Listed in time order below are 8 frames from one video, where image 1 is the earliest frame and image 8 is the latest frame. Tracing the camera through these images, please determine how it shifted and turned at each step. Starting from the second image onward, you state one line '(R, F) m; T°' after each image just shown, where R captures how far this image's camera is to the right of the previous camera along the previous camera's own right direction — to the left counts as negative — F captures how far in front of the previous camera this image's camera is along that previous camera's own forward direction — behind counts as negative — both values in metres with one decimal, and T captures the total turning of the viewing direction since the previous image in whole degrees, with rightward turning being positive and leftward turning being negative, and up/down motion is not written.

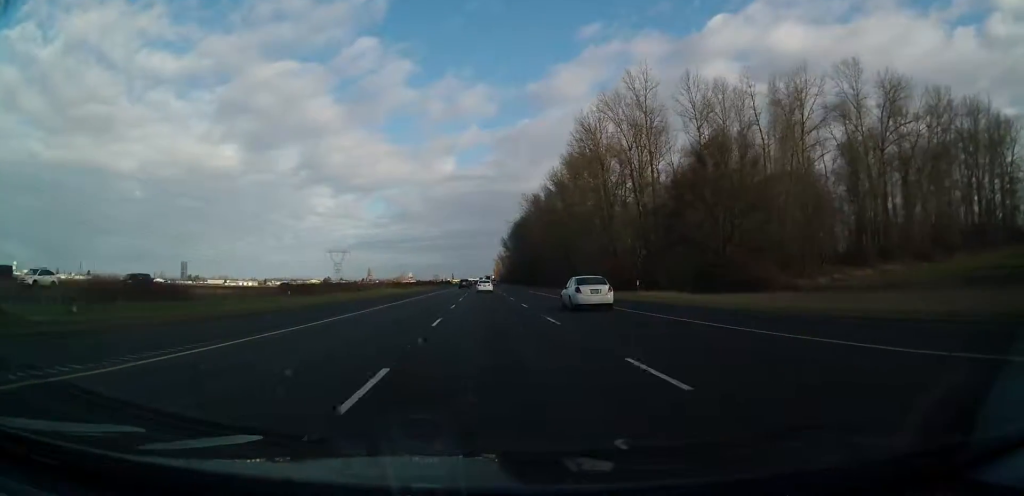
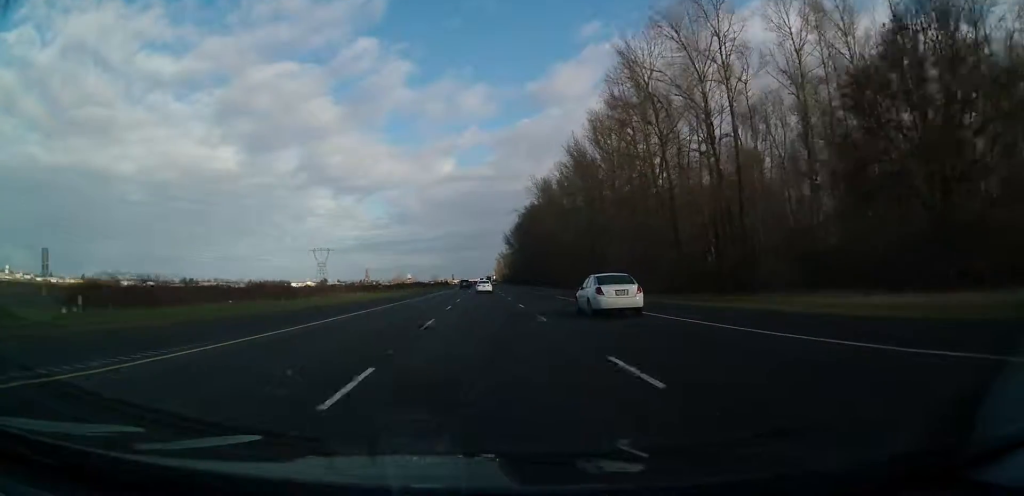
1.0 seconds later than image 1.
(+0.4, +36.5) m; 0°
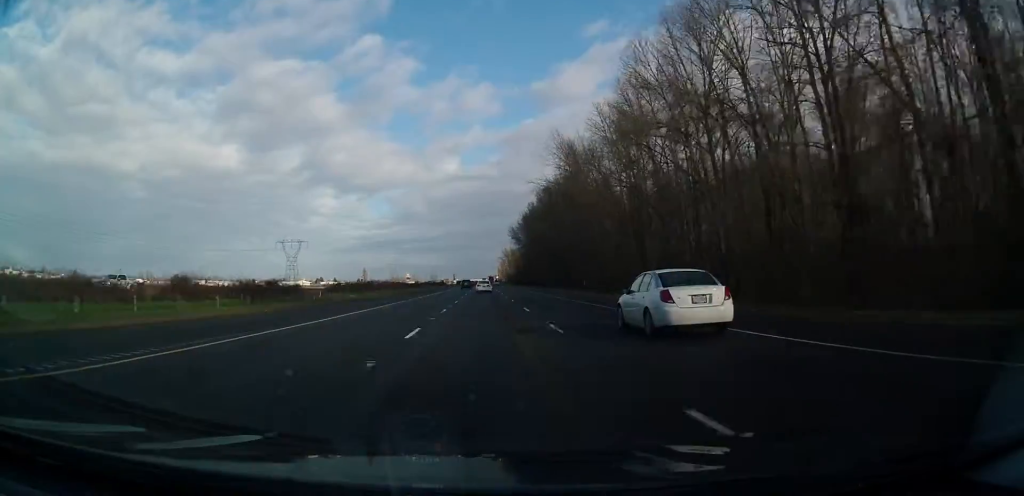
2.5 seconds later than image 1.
(-0.9, +53.2) m; -2°
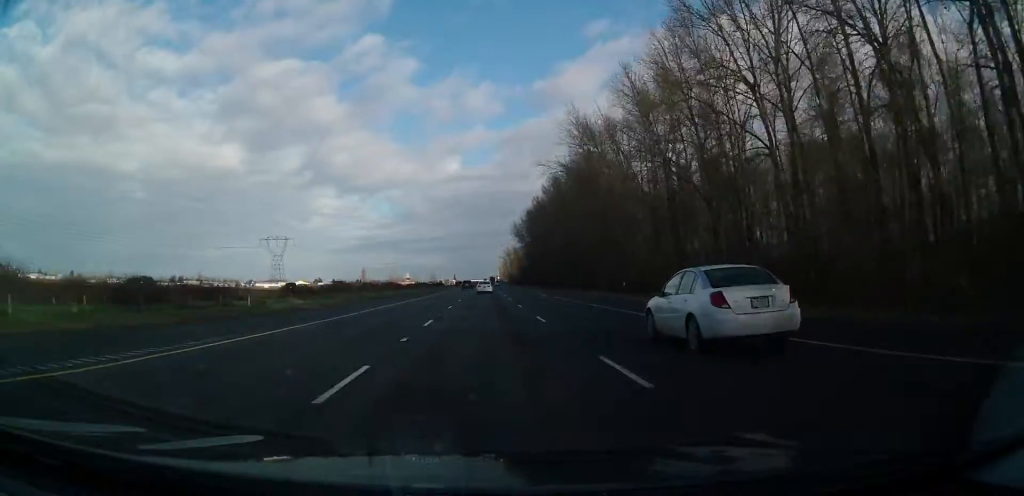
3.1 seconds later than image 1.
(-0.2, +20.1) m; 0°
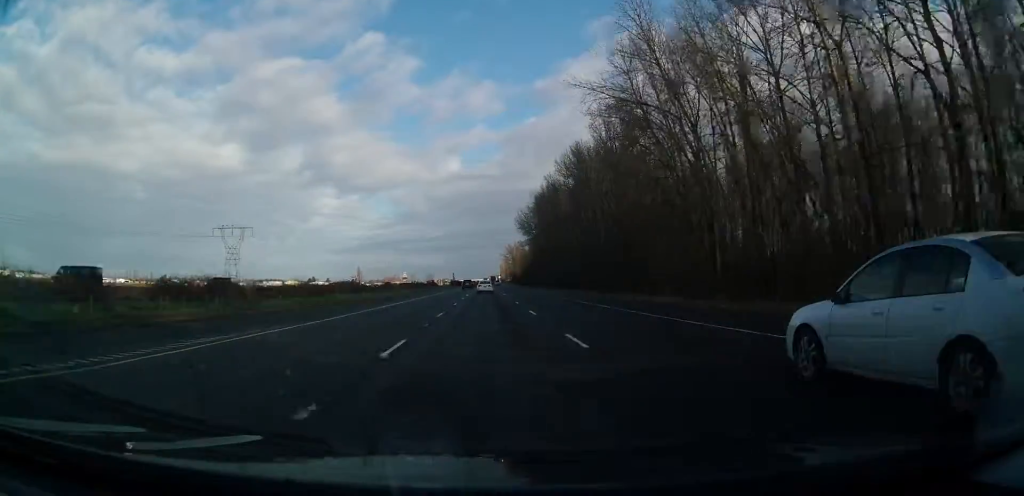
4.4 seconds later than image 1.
(+0.4, +44.8) m; +1°
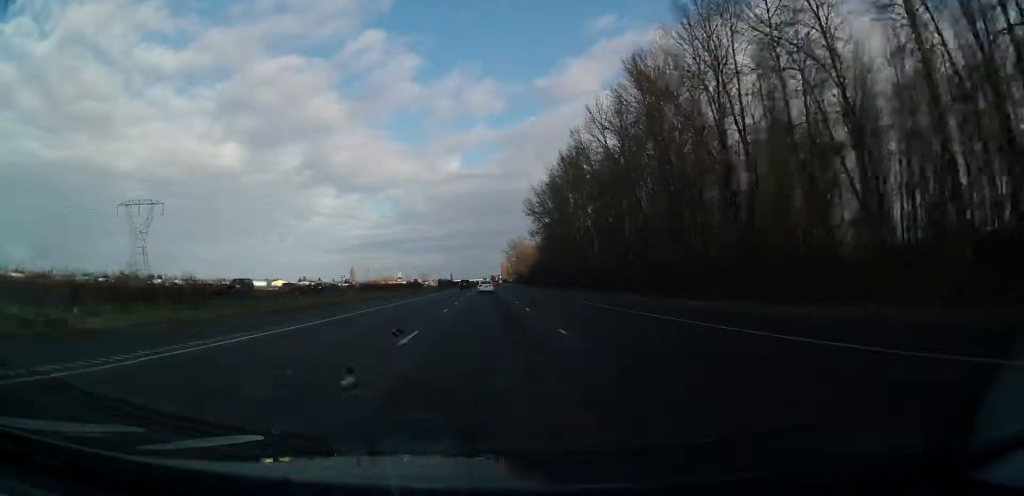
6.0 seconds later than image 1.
(0.0, +59.2) m; 0°
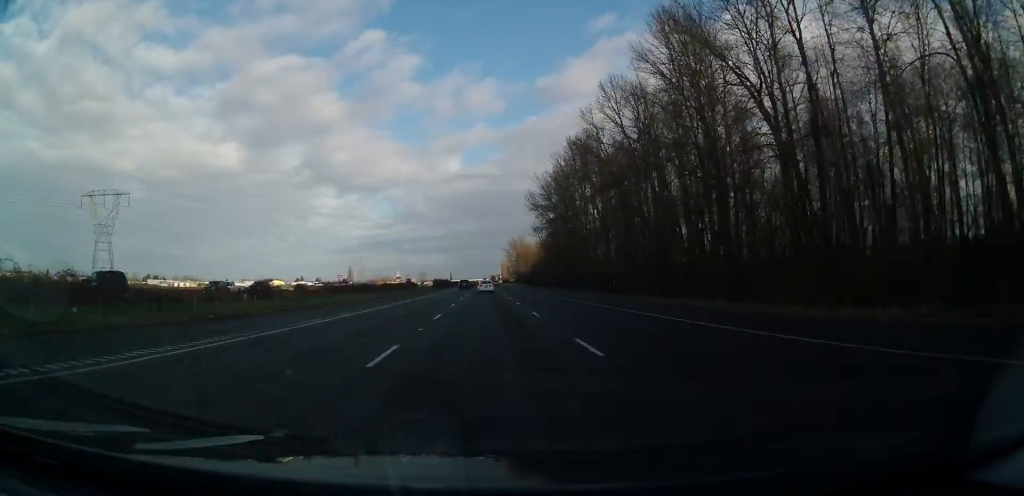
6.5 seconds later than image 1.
(0.0, +15.4) m; 0°
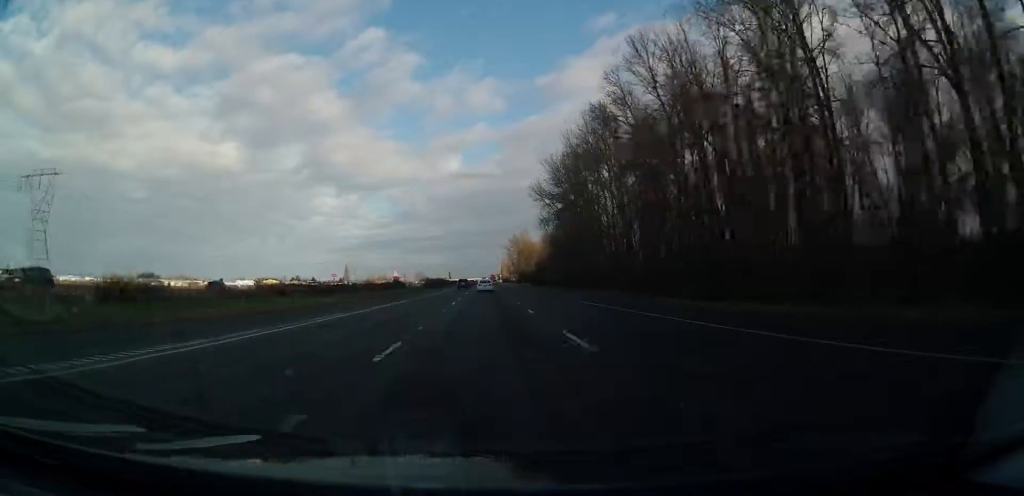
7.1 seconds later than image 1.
(+0.1, +23.7) m; 0°
